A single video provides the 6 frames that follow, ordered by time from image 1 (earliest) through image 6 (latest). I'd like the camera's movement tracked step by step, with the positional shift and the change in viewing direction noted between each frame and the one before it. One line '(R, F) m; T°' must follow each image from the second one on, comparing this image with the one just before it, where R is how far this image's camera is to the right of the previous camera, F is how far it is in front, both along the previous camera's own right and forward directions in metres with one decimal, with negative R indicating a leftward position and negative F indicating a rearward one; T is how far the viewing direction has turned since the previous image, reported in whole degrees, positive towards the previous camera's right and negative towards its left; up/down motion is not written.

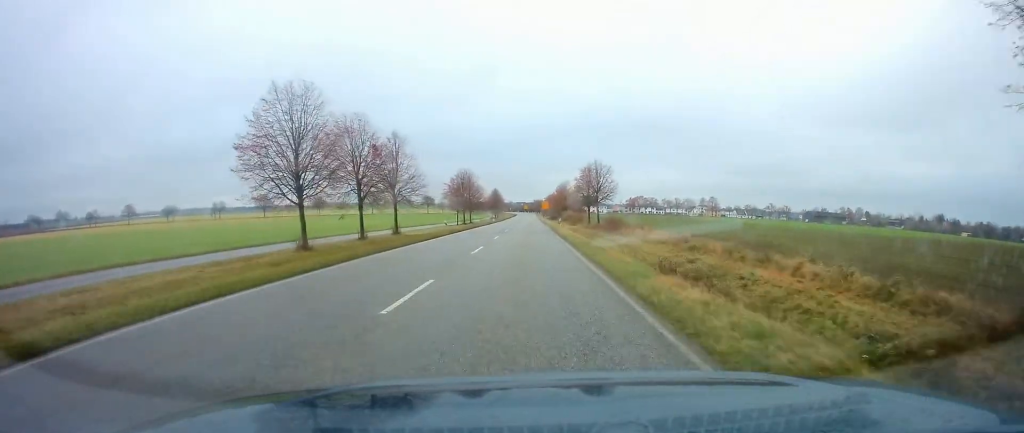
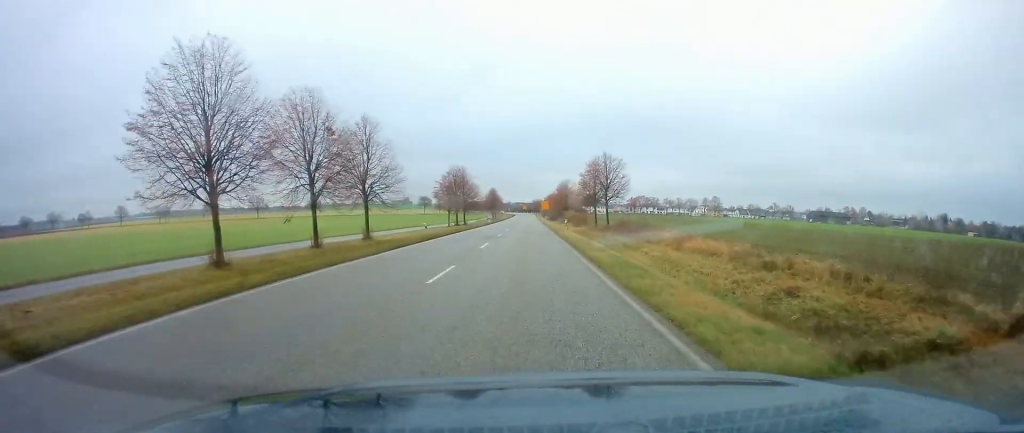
(0.0, +8.5) m; 0°
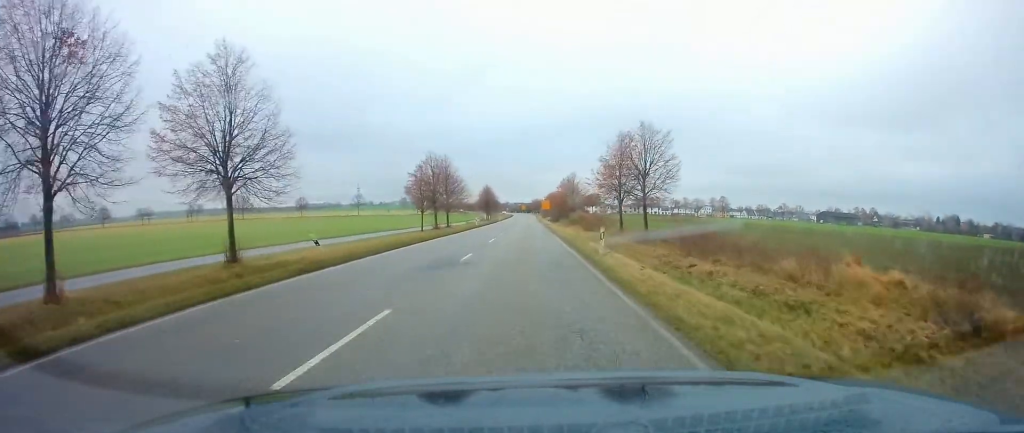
(0.0, +19.1) m; -1°
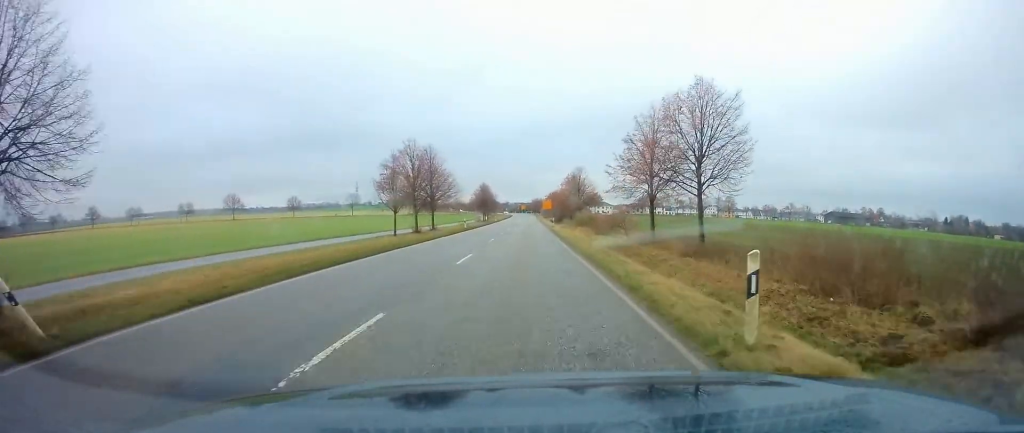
(-0.1, +12.4) m; 0°
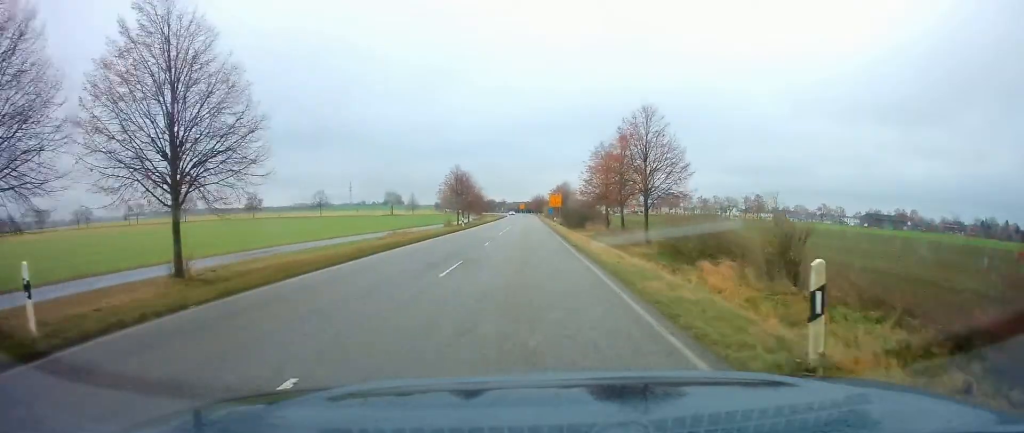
(+0.4, +51.6) m; +1°
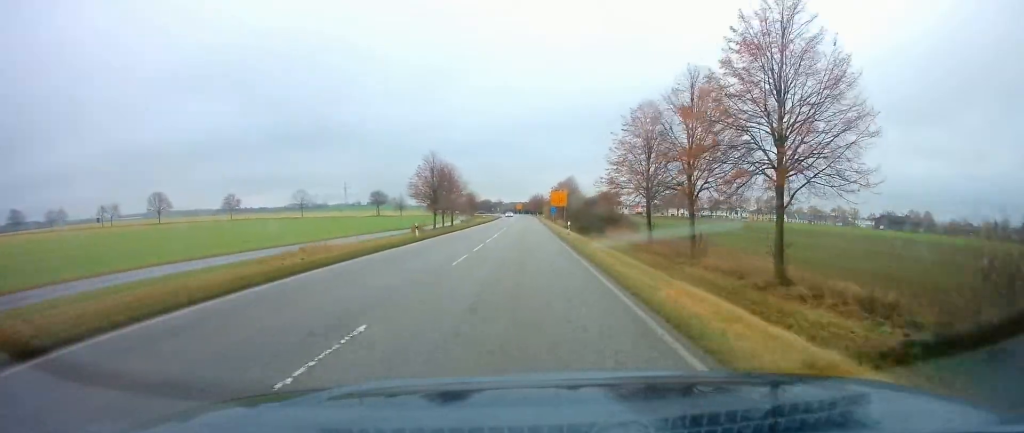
(-0.1, +21.7) m; 0°
